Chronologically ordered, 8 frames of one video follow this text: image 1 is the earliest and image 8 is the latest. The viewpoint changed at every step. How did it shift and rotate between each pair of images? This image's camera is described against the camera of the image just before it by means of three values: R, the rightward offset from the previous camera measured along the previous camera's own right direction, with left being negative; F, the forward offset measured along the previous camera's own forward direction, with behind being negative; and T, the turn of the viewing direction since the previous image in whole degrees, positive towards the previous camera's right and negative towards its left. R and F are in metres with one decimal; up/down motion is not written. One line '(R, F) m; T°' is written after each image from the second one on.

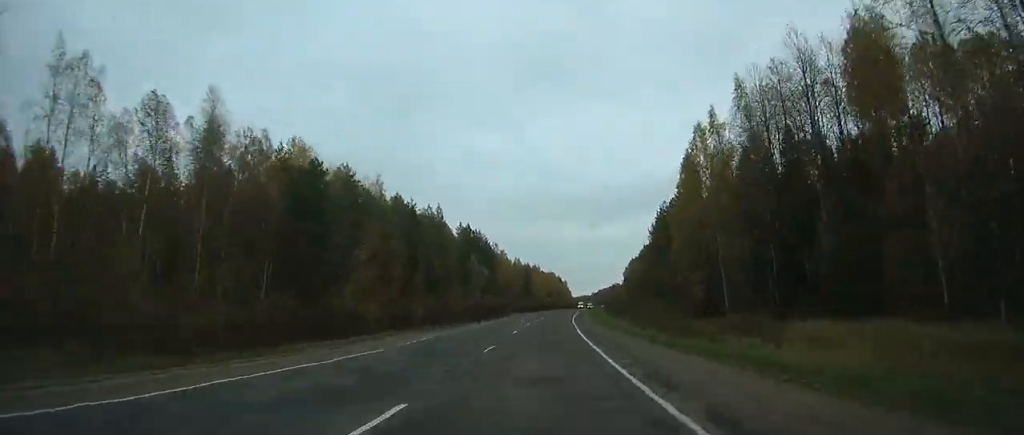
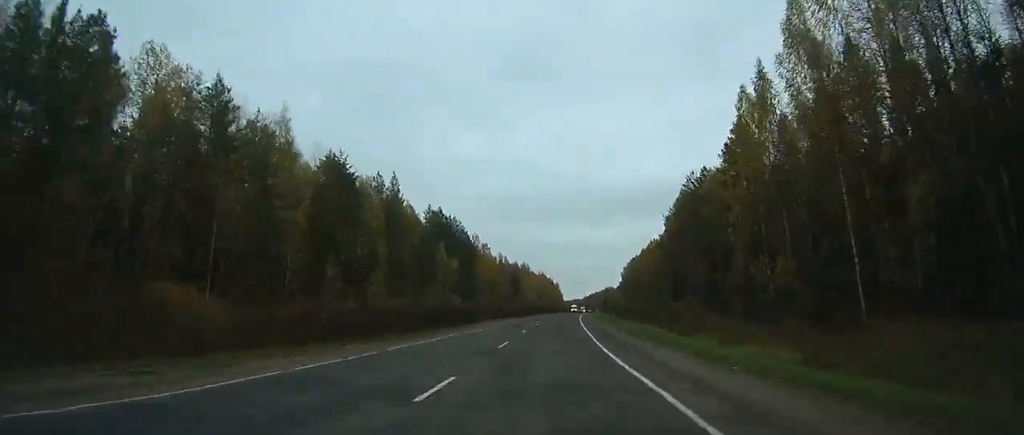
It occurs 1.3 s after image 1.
(+0.4, +33.9) m; +1°
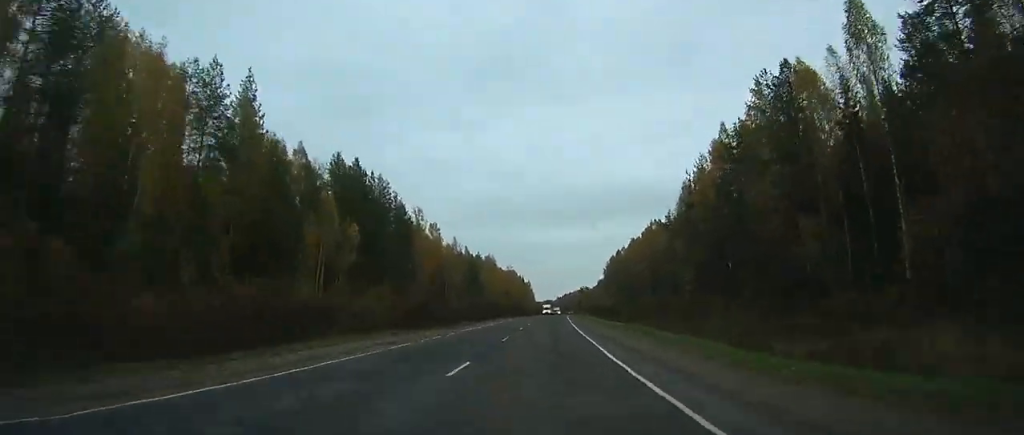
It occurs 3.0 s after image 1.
(+0.7, +45.6) m; +2°
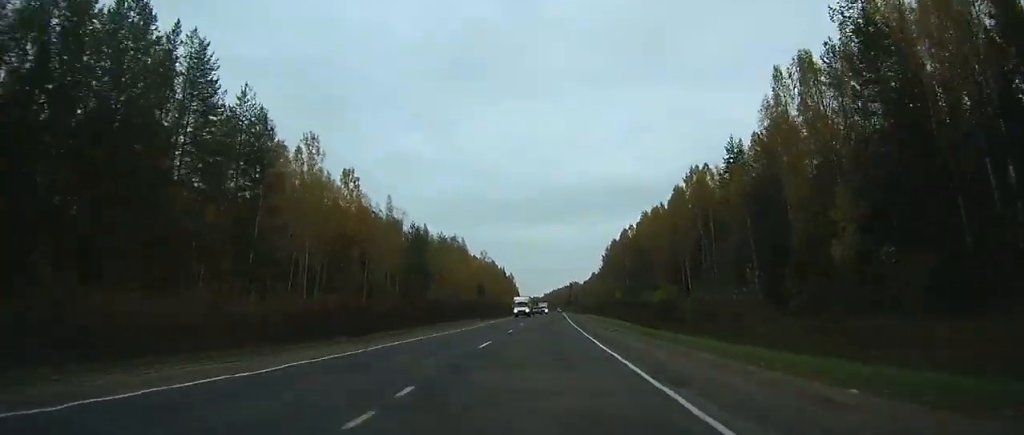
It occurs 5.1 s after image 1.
(+0.9, +52.1) m; +2°
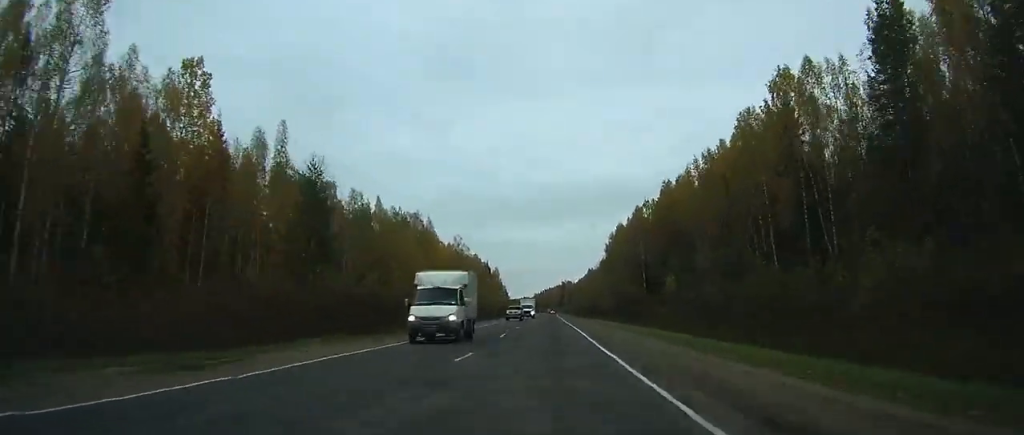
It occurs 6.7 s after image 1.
(+0.3, +39.3) m; +1°
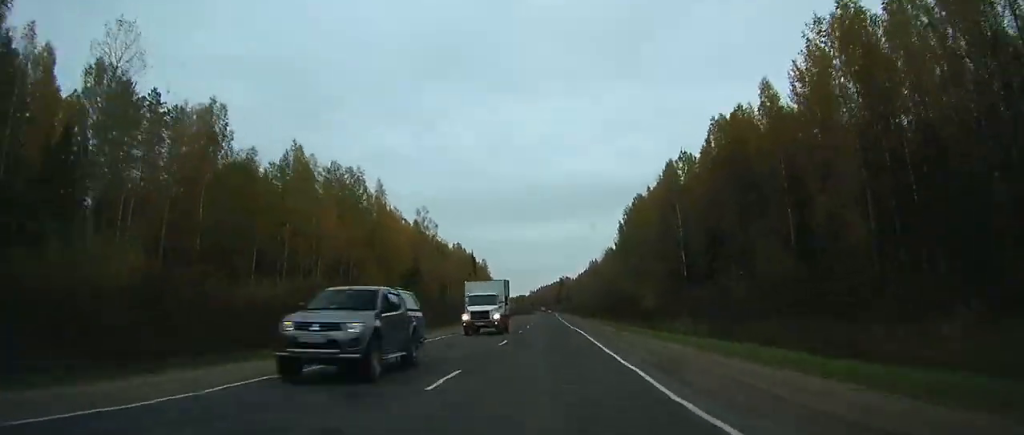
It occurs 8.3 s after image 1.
(+0.3, +39.1) m; +1°
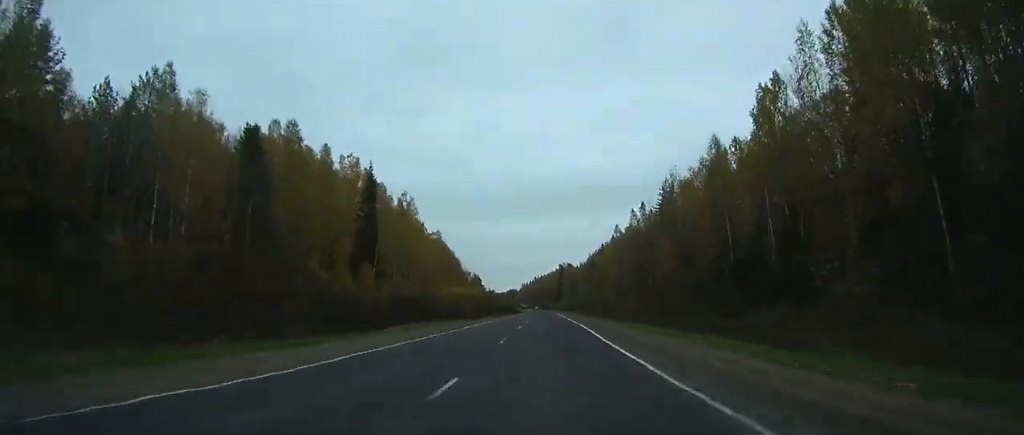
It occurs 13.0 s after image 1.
(0.0, +125.9) m; 0°
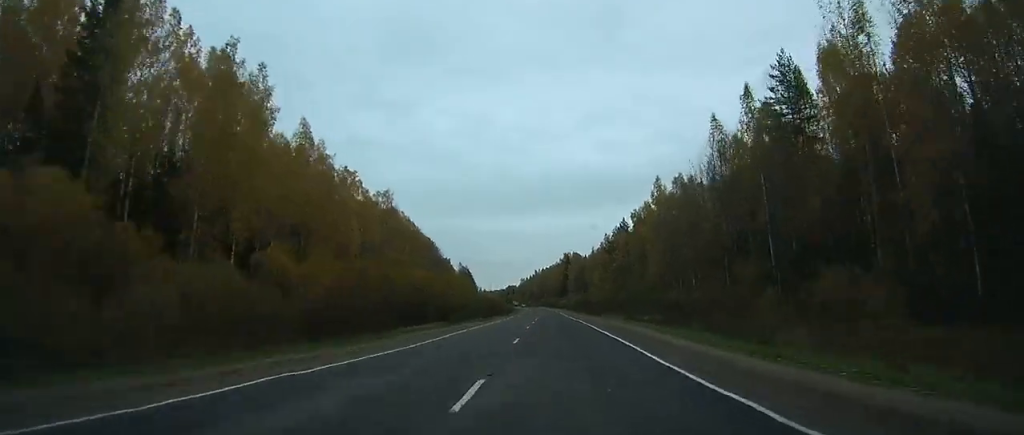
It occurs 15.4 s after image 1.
(+0.2, +59.4) m; 0°
